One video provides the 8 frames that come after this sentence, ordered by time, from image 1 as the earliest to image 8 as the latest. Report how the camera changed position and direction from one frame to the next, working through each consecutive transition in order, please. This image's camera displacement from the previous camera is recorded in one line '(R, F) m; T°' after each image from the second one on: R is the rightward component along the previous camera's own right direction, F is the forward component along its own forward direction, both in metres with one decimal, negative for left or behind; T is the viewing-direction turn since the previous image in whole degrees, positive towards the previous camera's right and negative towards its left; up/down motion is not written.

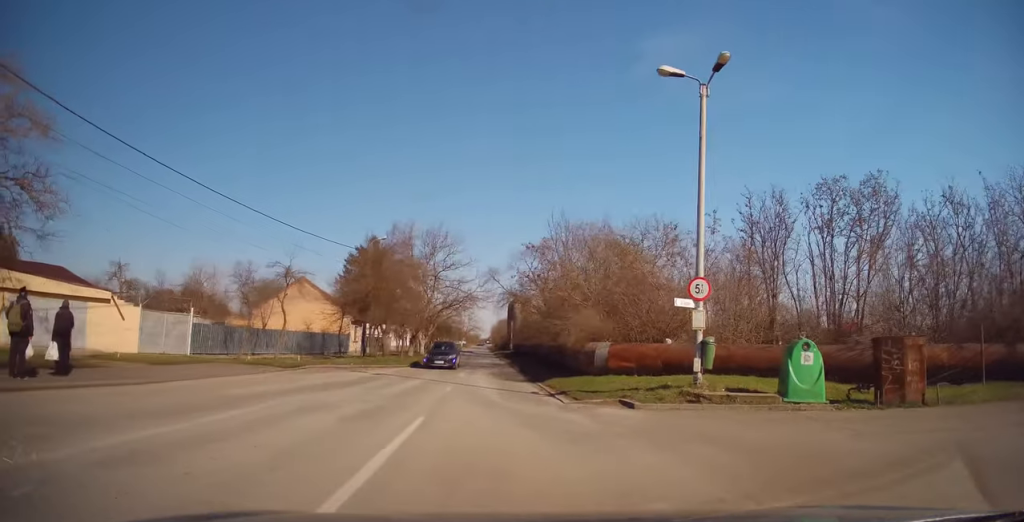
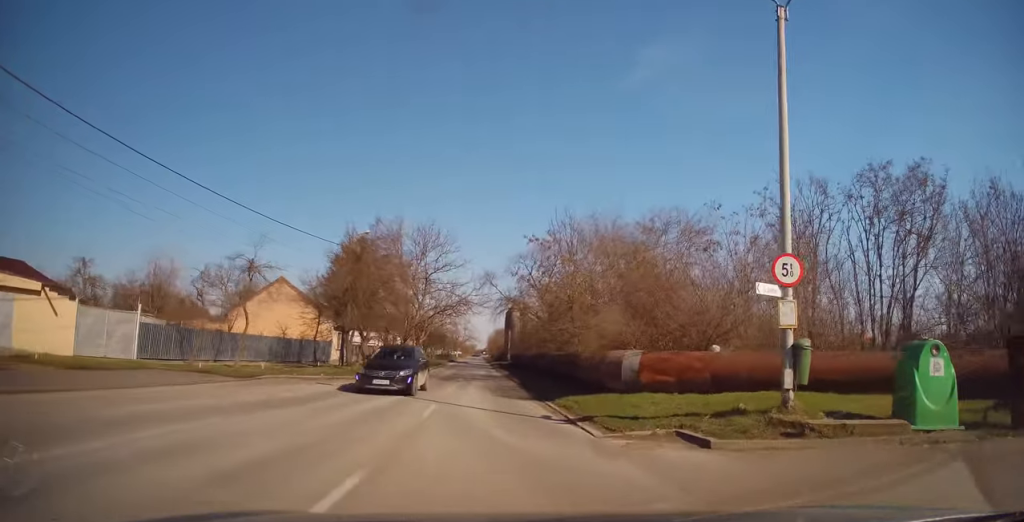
(0.0, +5.5) m; 0°
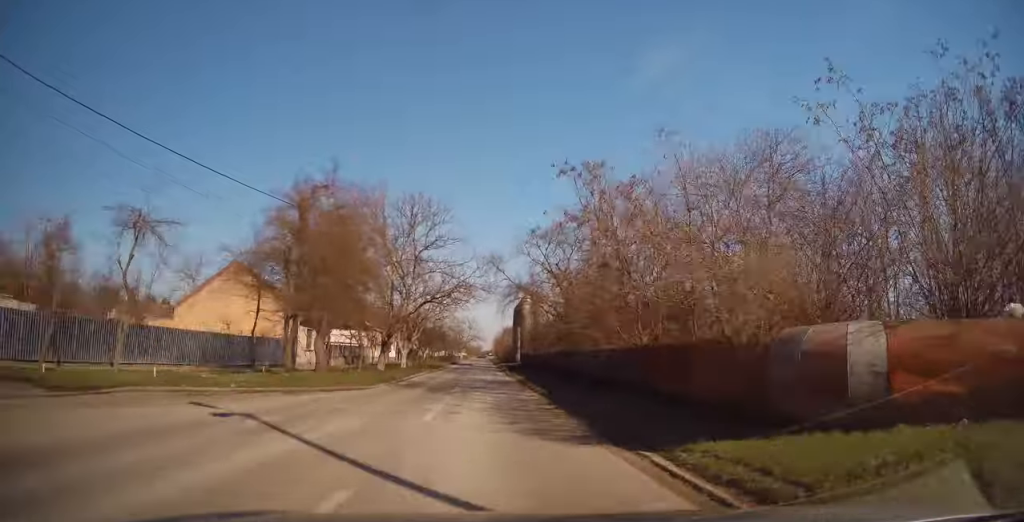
(+0.1, +10.0) m; 0°
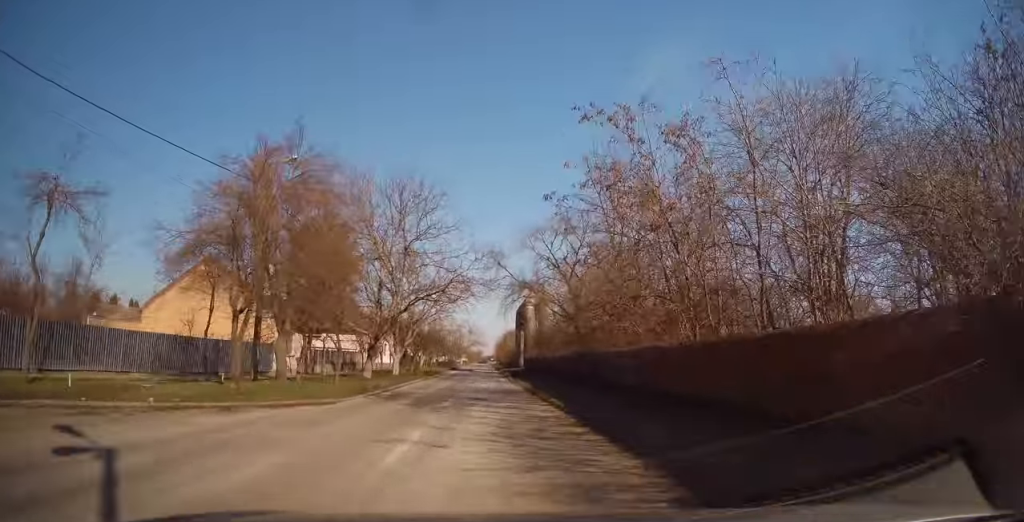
(0.0, +4.1) m; 0°
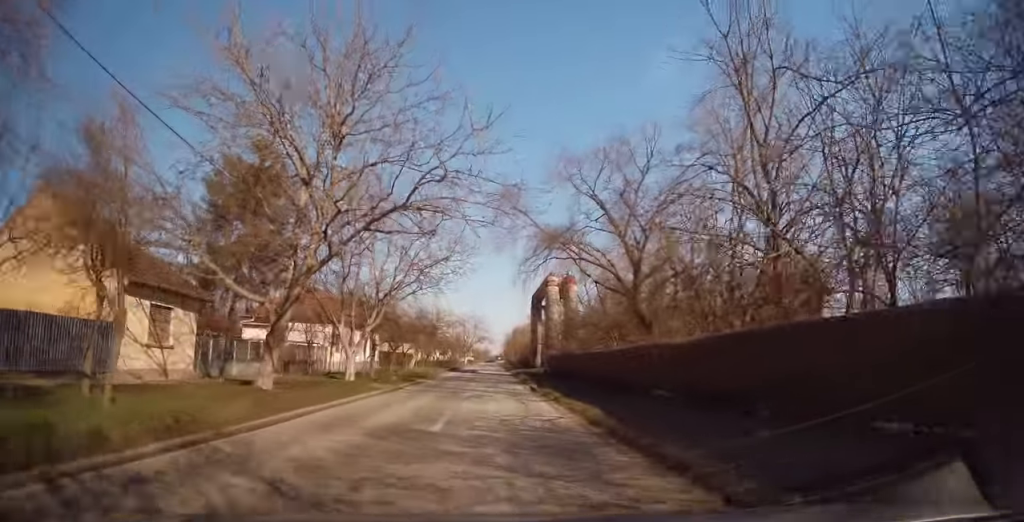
(+0.2, +13.9) m; 0°
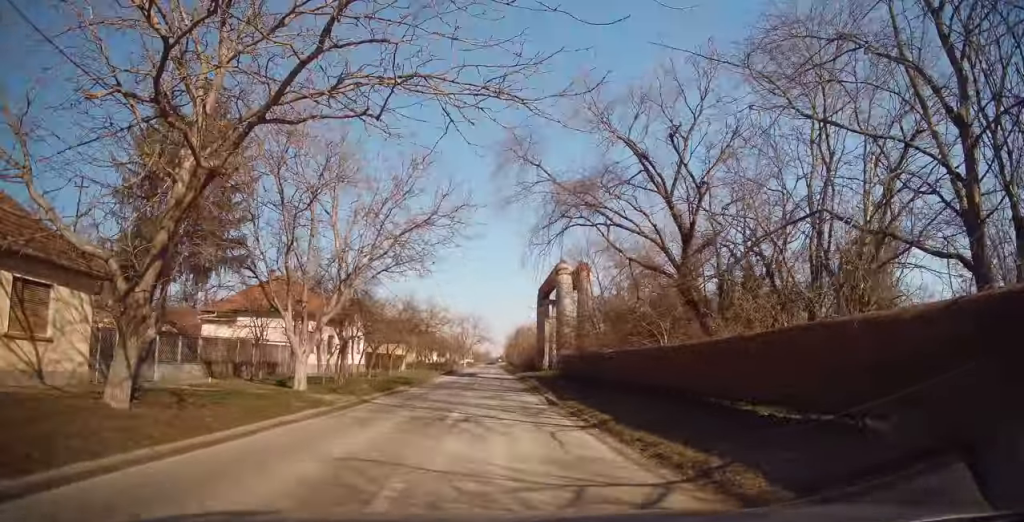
(-0.1, +6.1) m; 0°
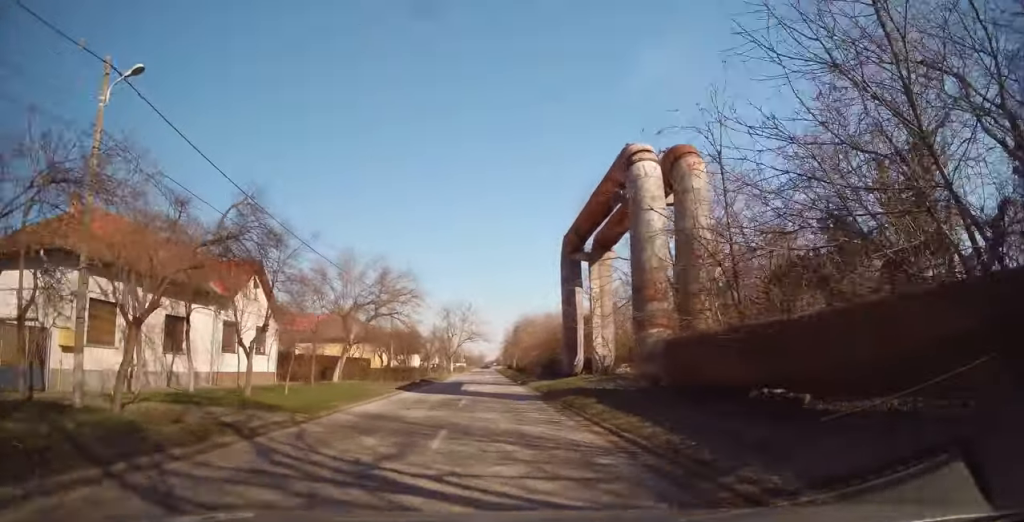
(0.0, +16.4) m; +2°
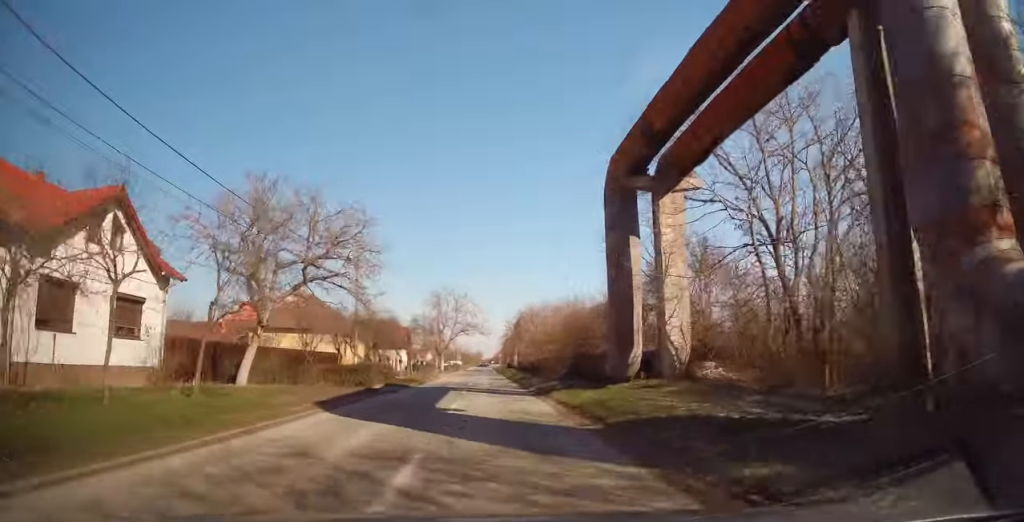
(+0.1, +9.3) m; 0°
